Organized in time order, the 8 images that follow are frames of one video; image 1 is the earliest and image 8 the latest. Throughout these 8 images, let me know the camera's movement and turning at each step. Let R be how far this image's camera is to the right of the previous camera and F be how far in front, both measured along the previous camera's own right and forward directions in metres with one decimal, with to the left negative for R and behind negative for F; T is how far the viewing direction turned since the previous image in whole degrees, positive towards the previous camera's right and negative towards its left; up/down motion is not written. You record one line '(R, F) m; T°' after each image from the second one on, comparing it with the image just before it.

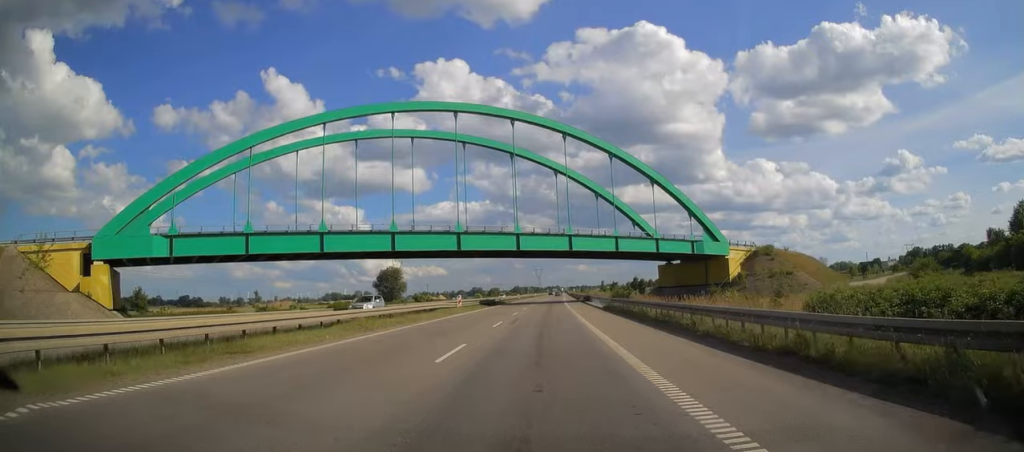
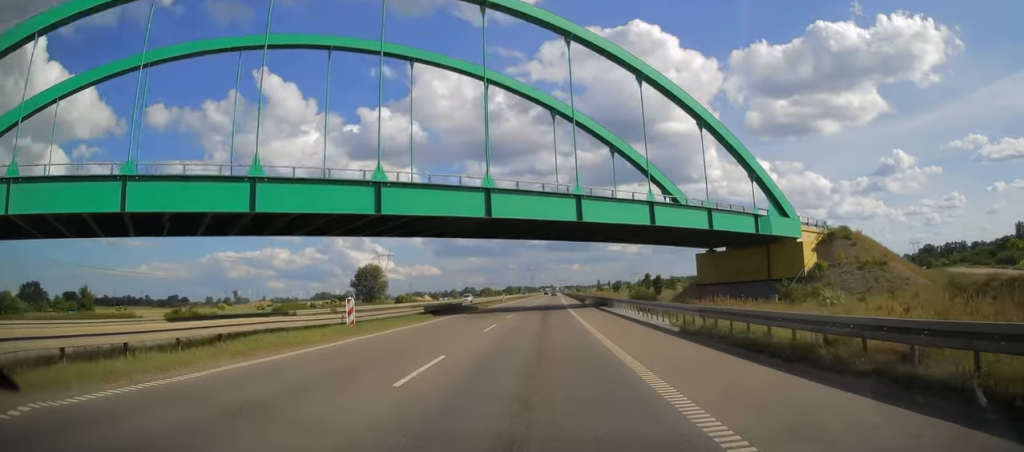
(+0.1, +27.1) m; +1°
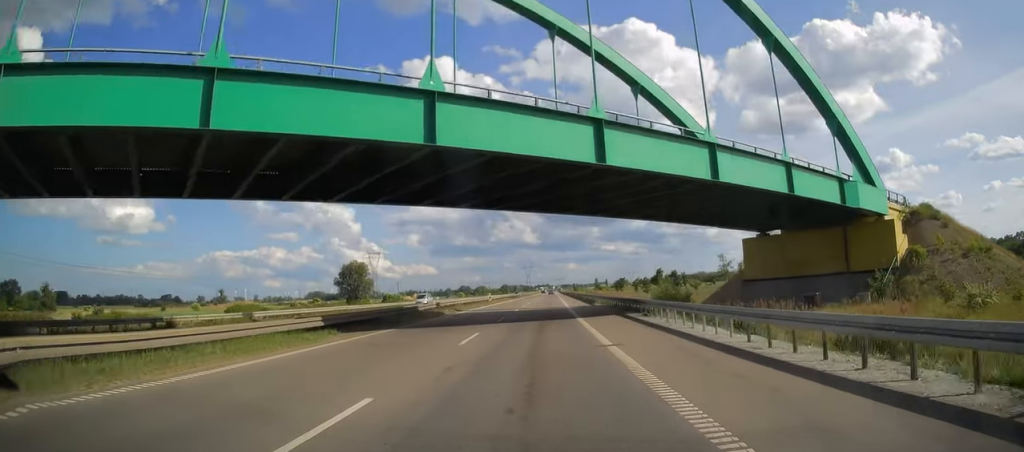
(0.0, +17.3) m; 0°
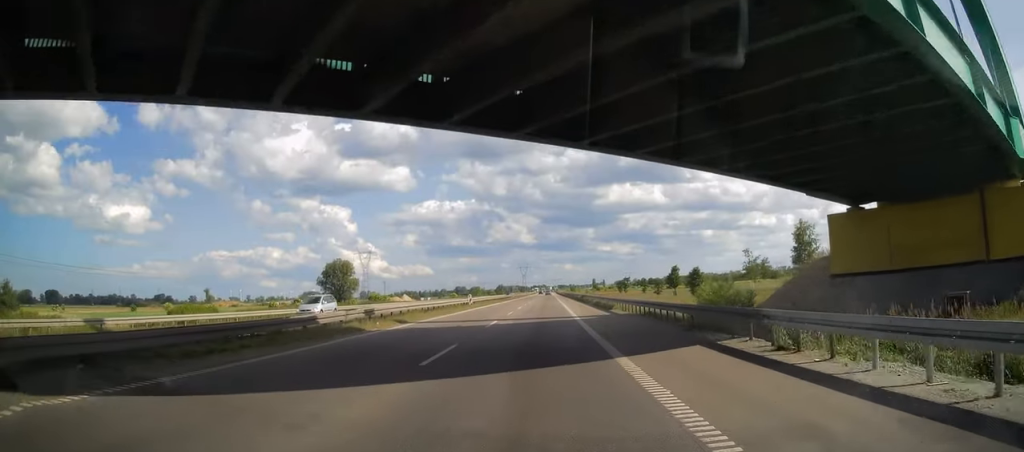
(+0.1, +16.4) m; 0°
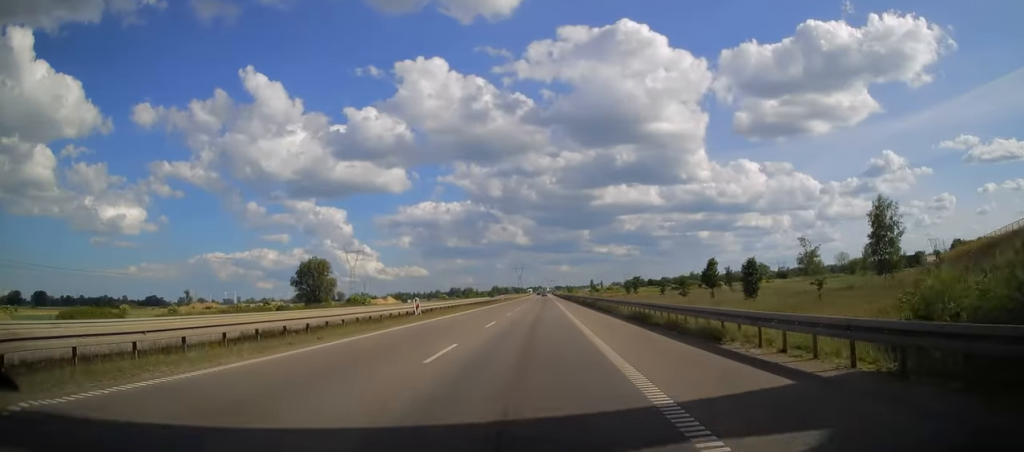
(+0.1, +23.5) m; +1°
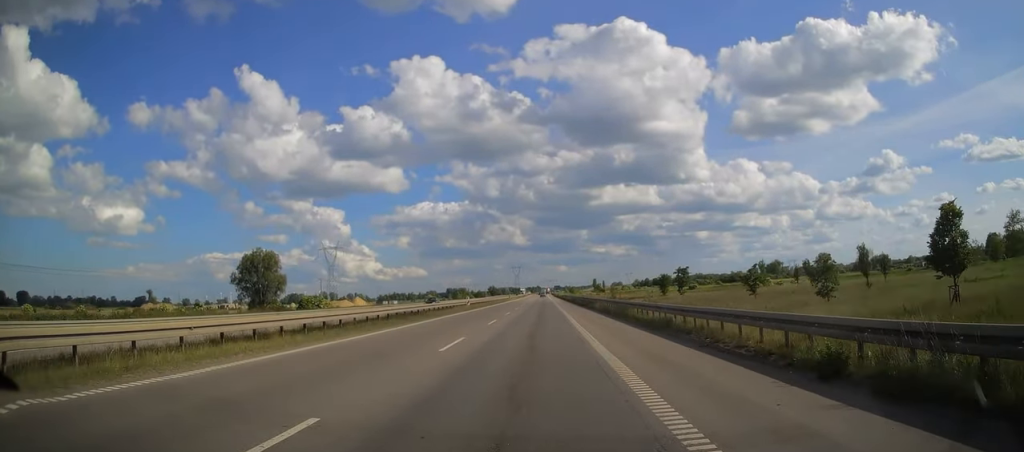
(+0.2, +45.8) m; 0°
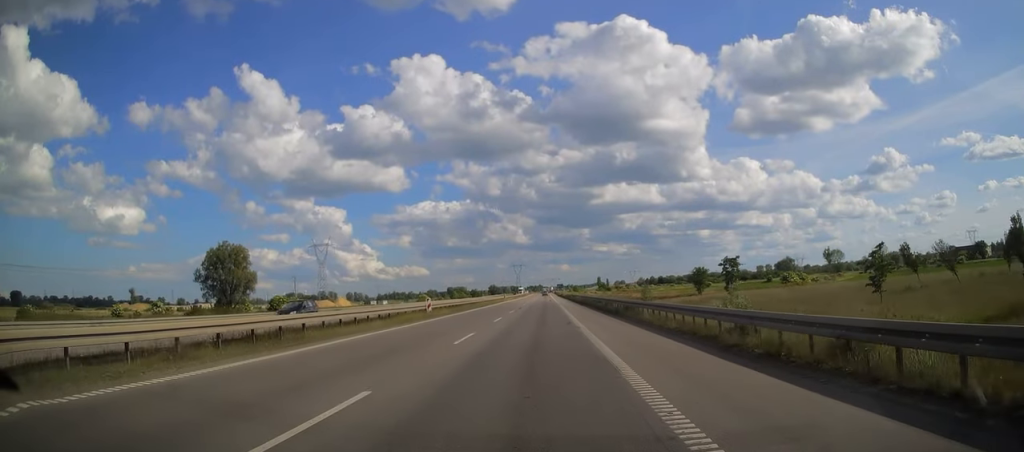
(0.0, +22.2) m; 0°
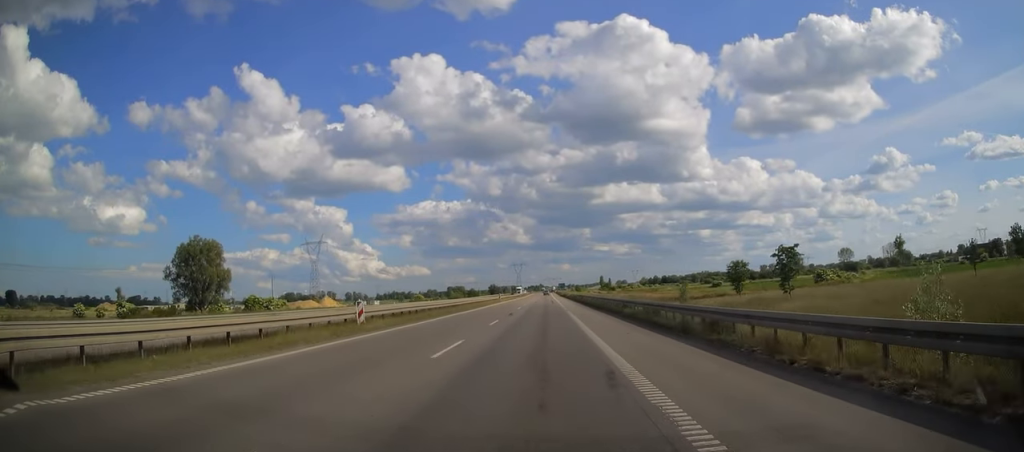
(0.0, +15.5) m; 0°
